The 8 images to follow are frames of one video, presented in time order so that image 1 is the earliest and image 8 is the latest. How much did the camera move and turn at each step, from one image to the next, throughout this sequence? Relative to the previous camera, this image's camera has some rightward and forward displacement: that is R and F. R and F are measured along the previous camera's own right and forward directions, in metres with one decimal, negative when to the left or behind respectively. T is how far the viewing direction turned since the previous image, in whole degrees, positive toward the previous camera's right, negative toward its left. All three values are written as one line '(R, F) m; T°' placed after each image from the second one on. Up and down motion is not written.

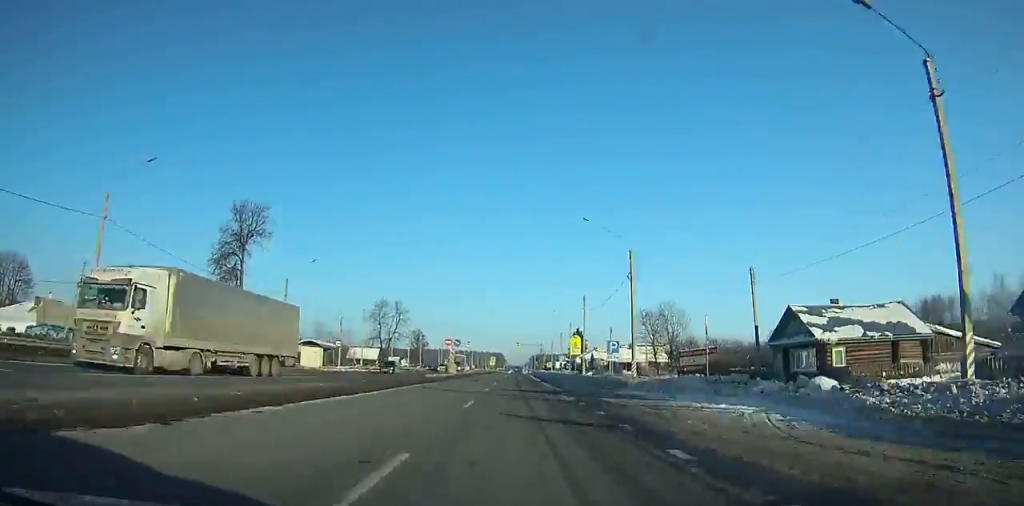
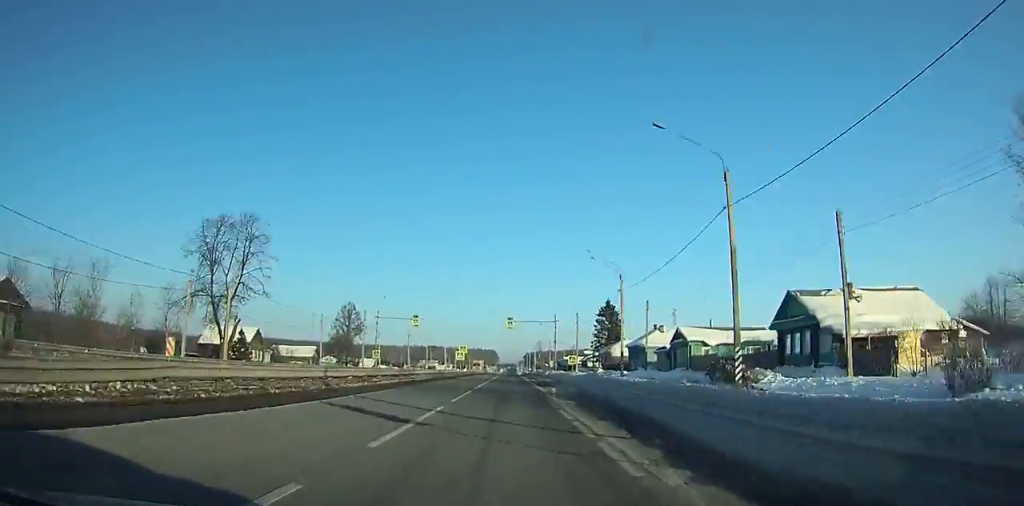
(-0.1, +83.0) m; 0°
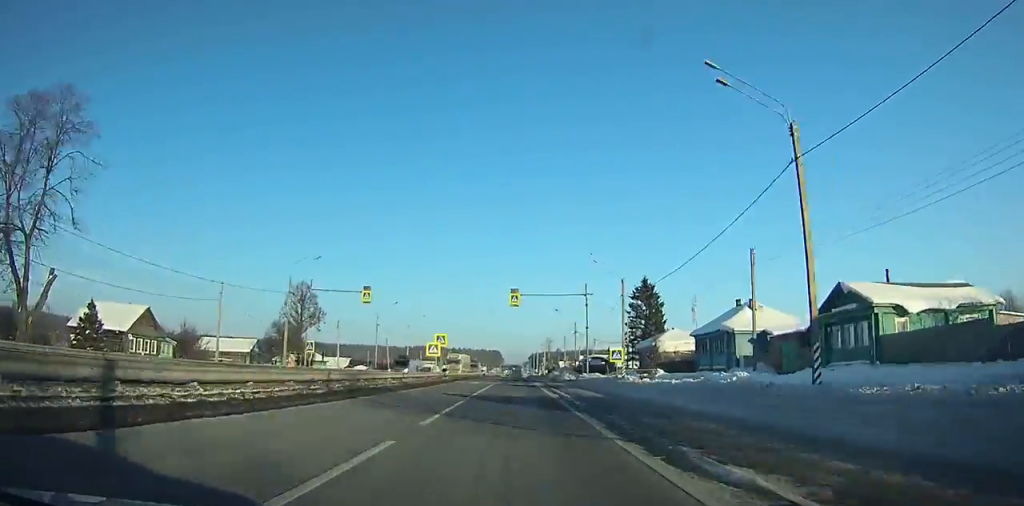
(0.0, +34.0) m; 0°
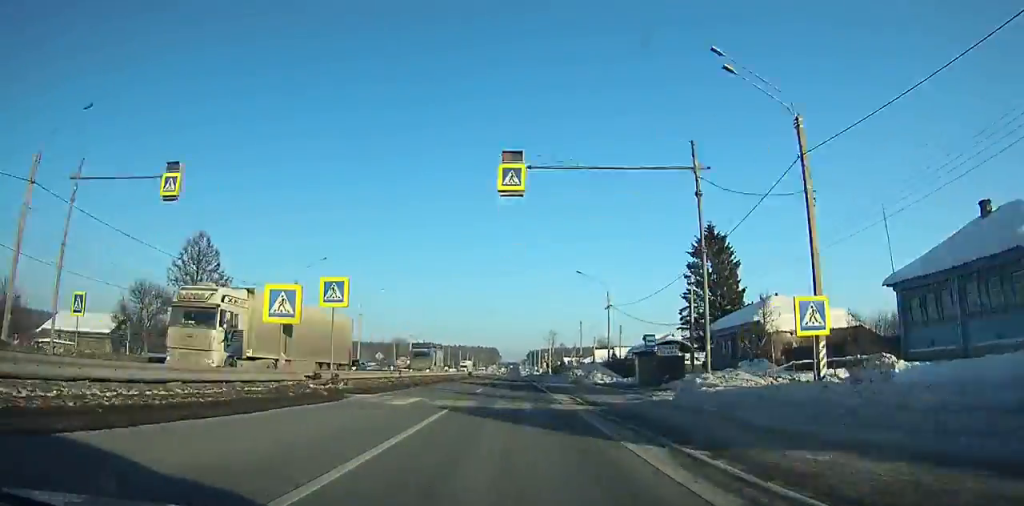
(0.0, +36.0) m; 0°
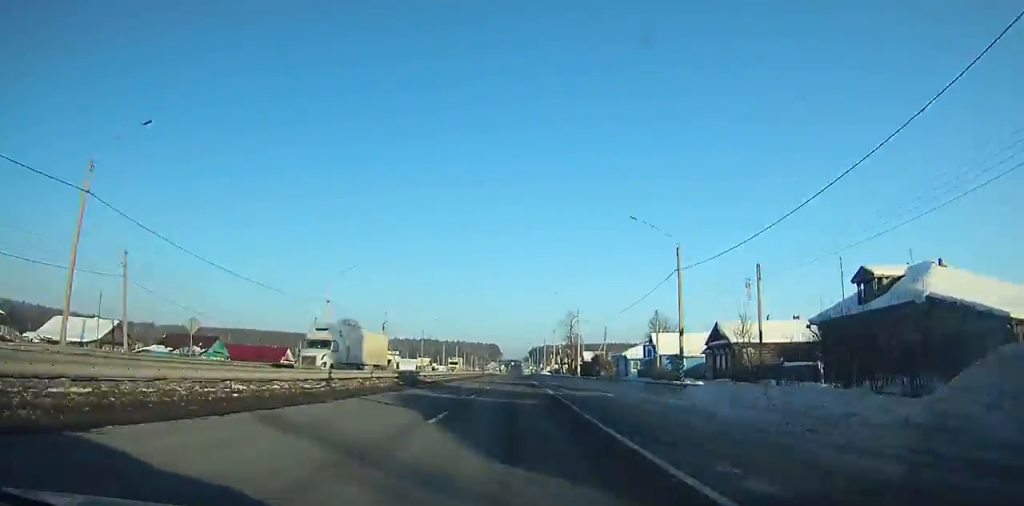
(+0.1, +57.0) m; 0°
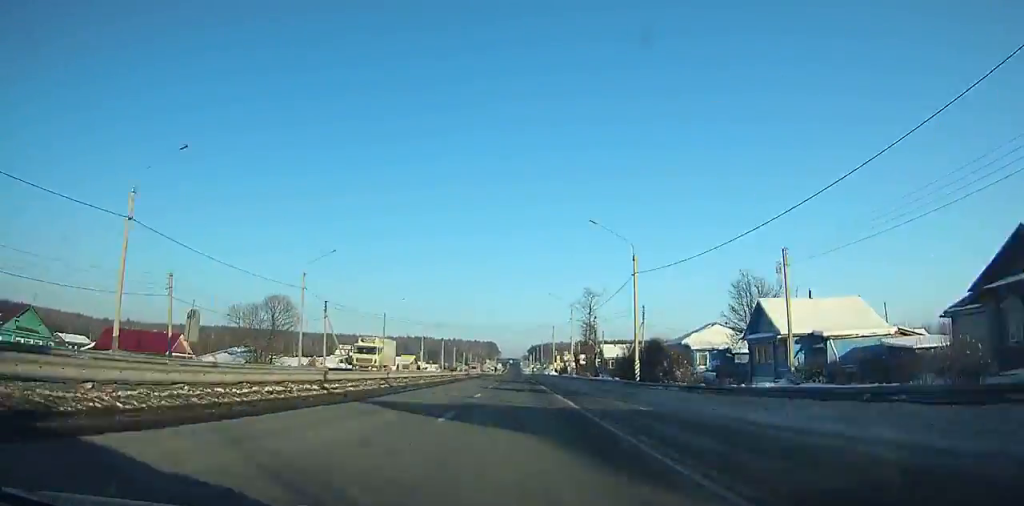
(-0.1, +36.2) m; 0°
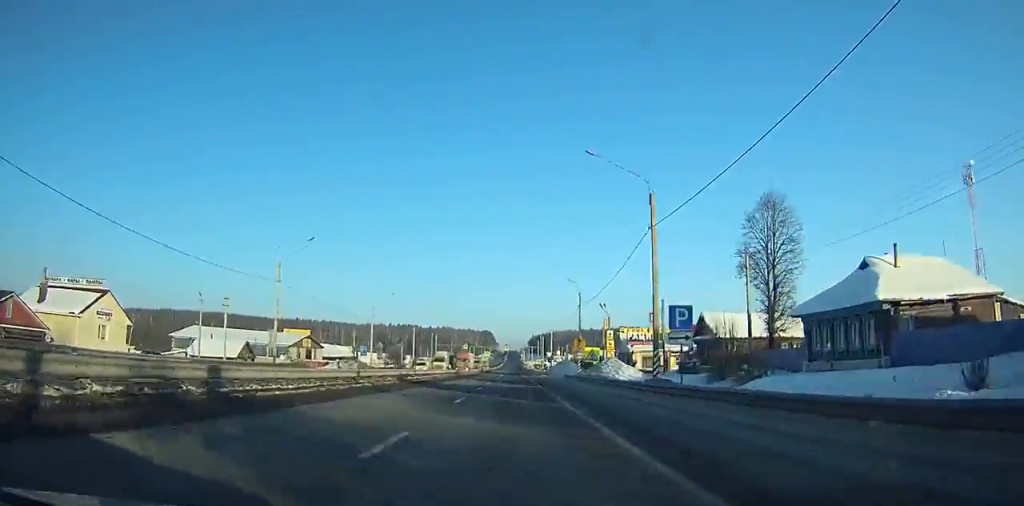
(+0.6, +116.9) m; 0°
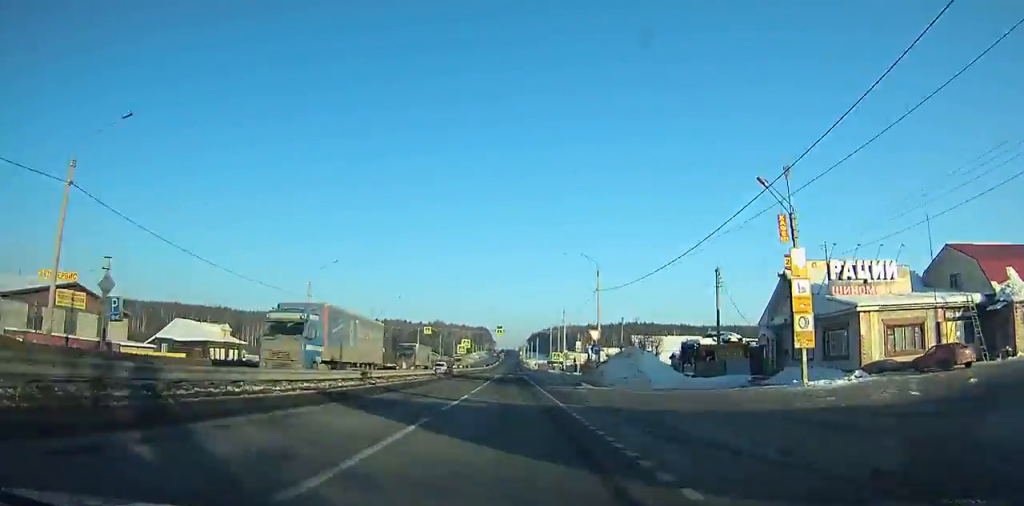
(-0.1, +61.2) m; 0°
